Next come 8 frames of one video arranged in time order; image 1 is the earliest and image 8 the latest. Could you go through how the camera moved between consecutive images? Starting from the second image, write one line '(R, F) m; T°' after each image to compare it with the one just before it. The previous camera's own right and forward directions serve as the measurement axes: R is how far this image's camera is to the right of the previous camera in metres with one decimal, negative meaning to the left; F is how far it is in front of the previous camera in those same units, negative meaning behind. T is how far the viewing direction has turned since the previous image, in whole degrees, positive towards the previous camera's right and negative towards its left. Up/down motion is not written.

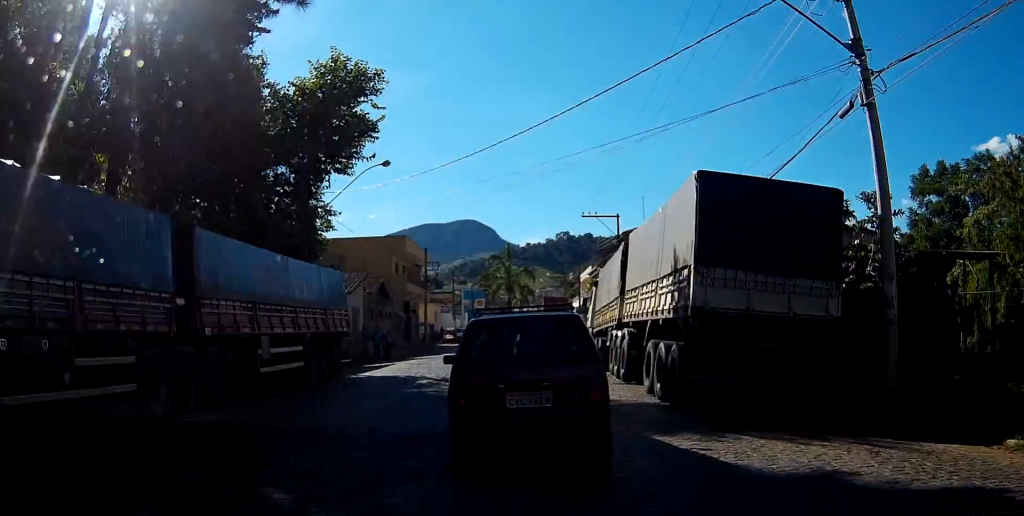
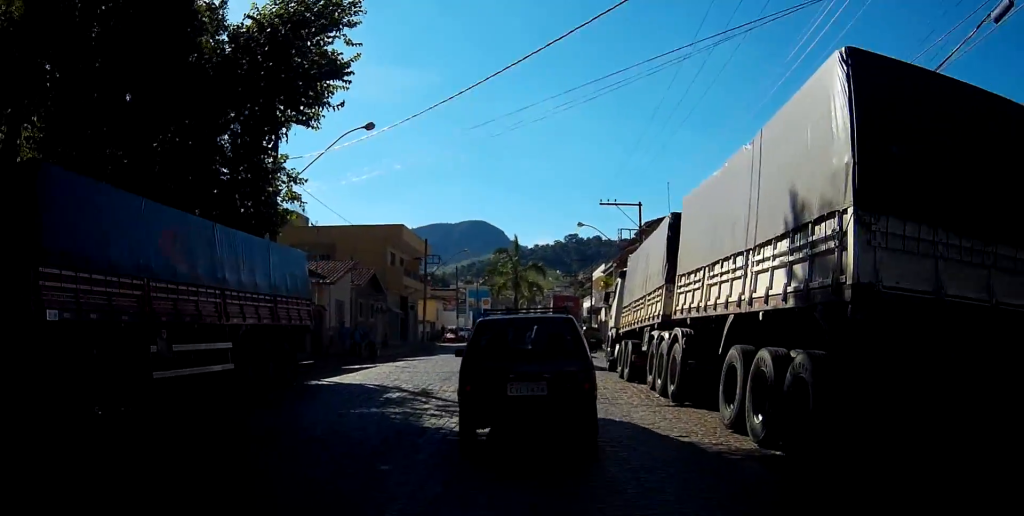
(-0.1, +5.6) m; 0°
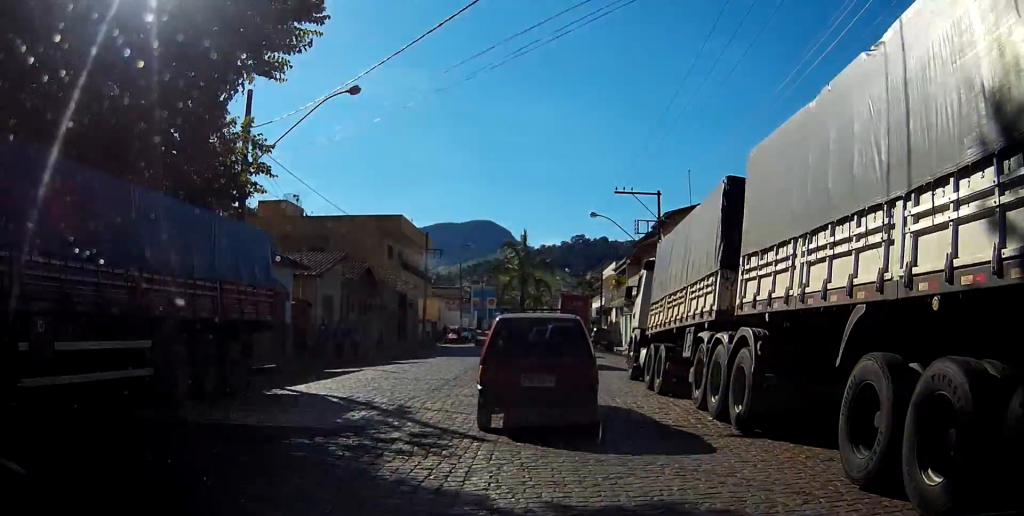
(0.0, +3.6) m; 0°
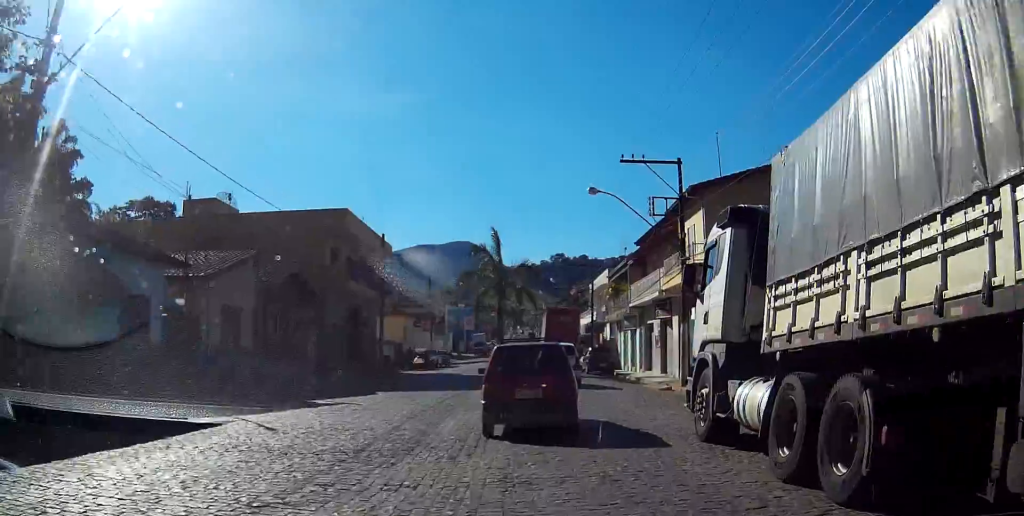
(-0.1, +9.1) m; +1°
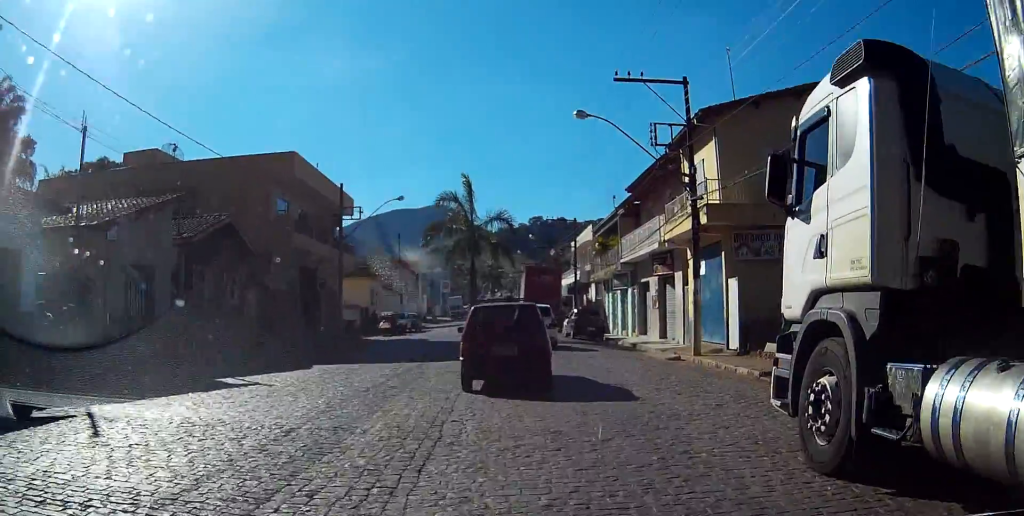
(+0.1, +5.0) m; +3°
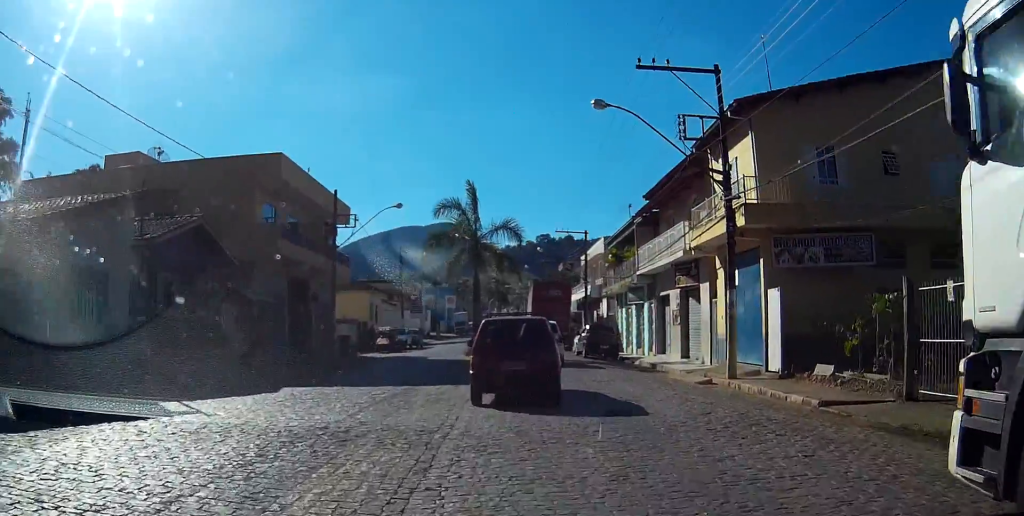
(+0.1, +3.1) m; +1°
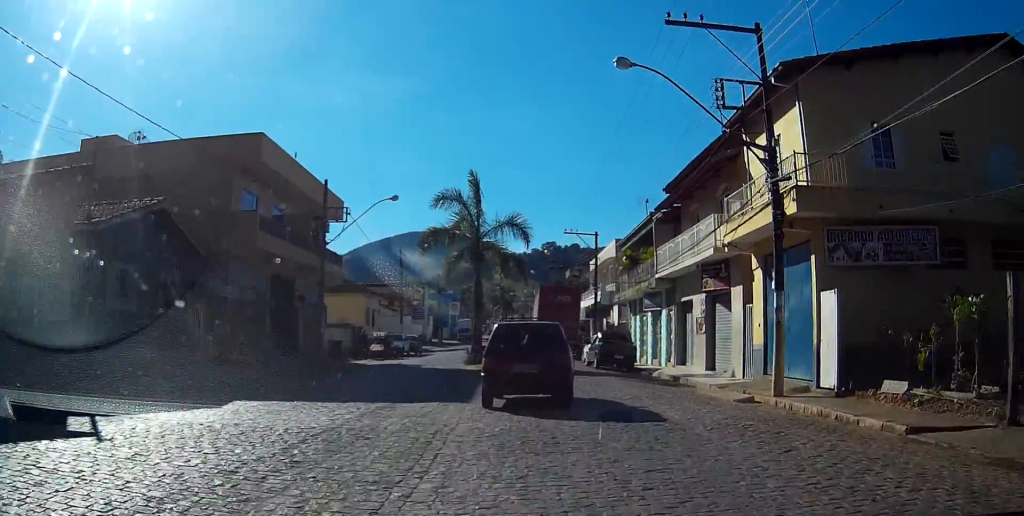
(0.0, +3.3) m; 0°
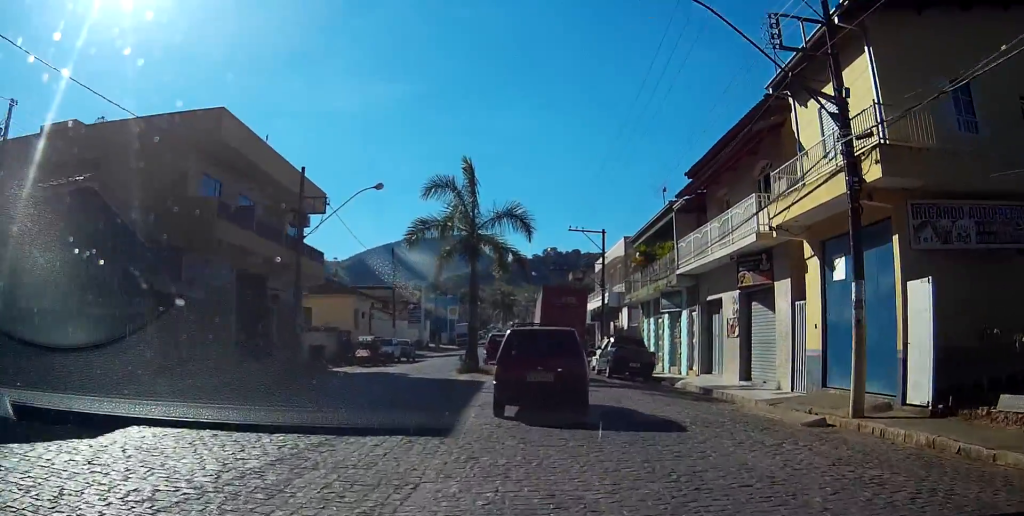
(0.0, +4.1) m; 0°
